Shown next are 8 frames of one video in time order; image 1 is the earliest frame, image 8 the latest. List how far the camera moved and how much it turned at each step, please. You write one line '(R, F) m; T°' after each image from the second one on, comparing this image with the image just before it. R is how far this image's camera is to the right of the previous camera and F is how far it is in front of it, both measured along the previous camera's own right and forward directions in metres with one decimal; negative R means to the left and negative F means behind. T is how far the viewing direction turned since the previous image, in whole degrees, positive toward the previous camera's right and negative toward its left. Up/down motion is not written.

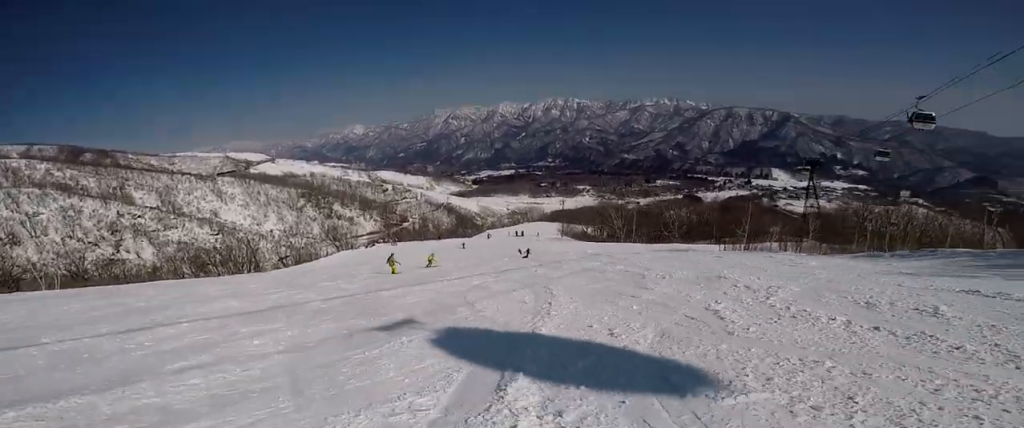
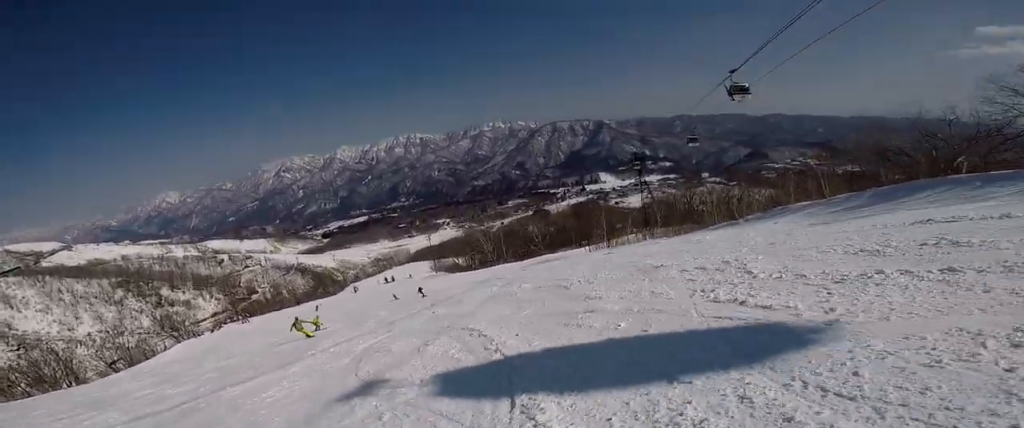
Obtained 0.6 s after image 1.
(+0.1, +2.8) m; +1°
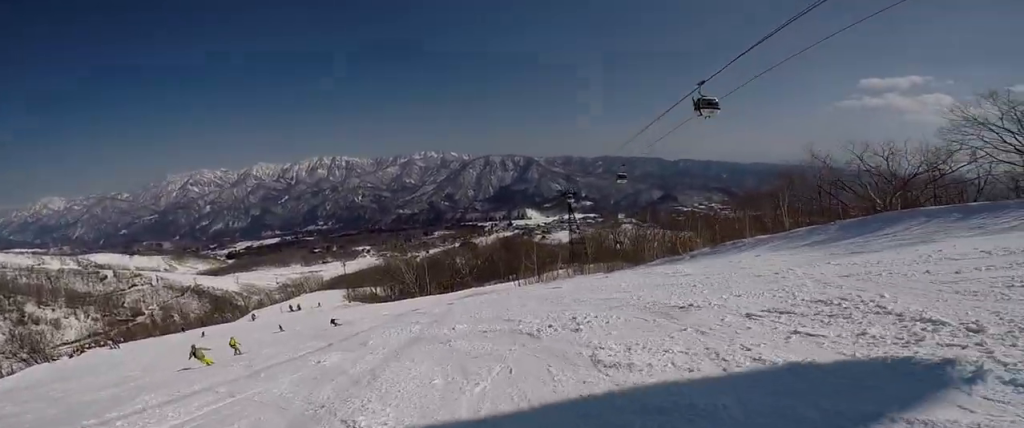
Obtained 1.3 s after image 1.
(0.0, +3.7) m; +14°
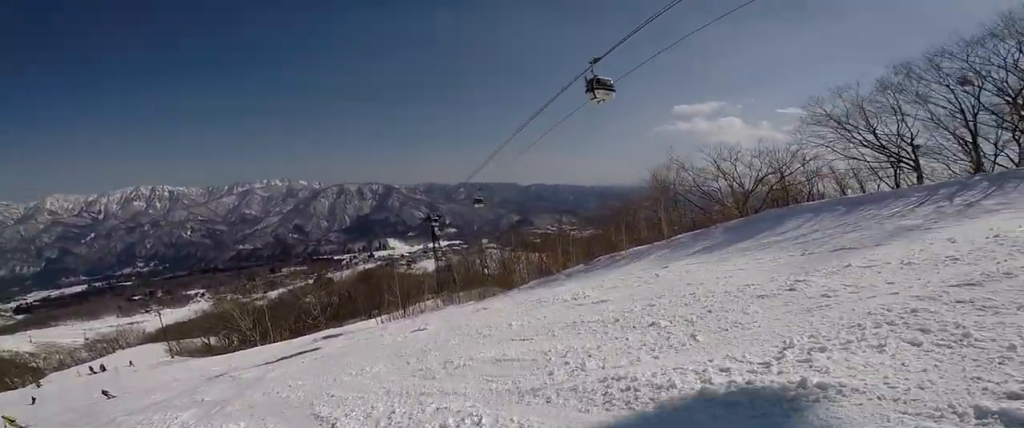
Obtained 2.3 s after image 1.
(+1.0, +4.2) m; +7°
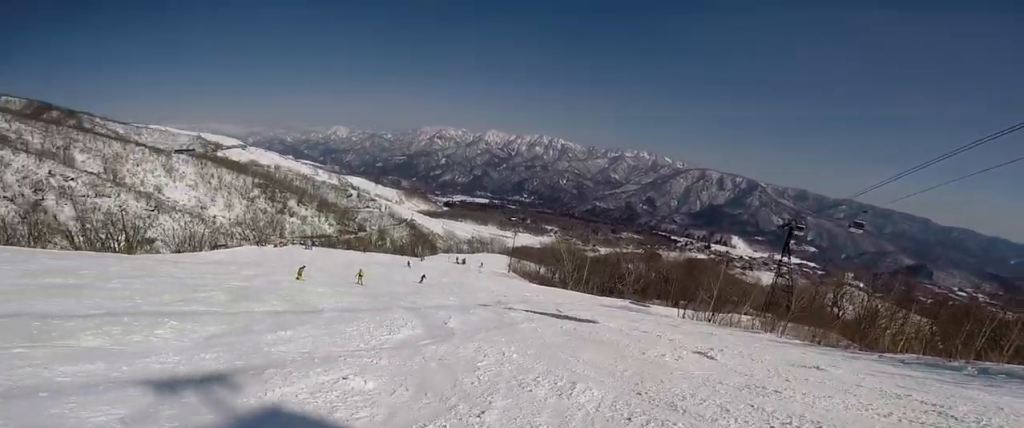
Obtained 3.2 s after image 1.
(-0.2, +3.6) m; -17°
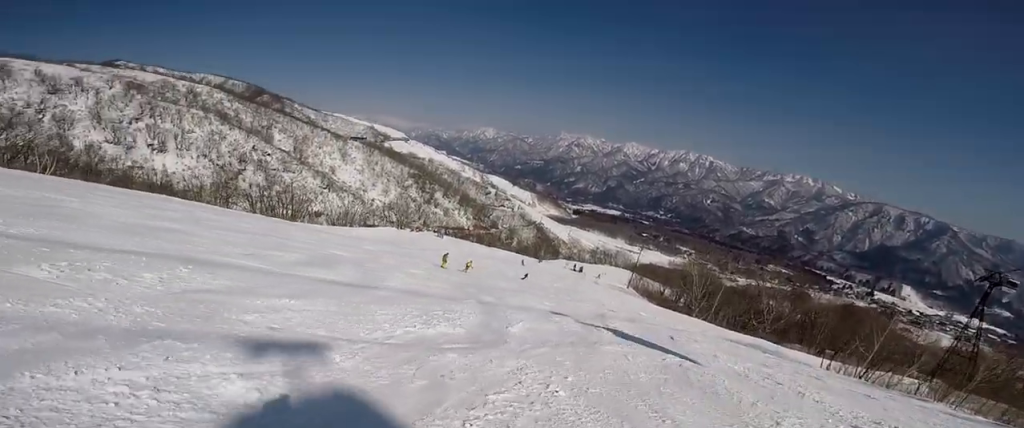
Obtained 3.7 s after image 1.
(-0.2, +2.6) m; -20°
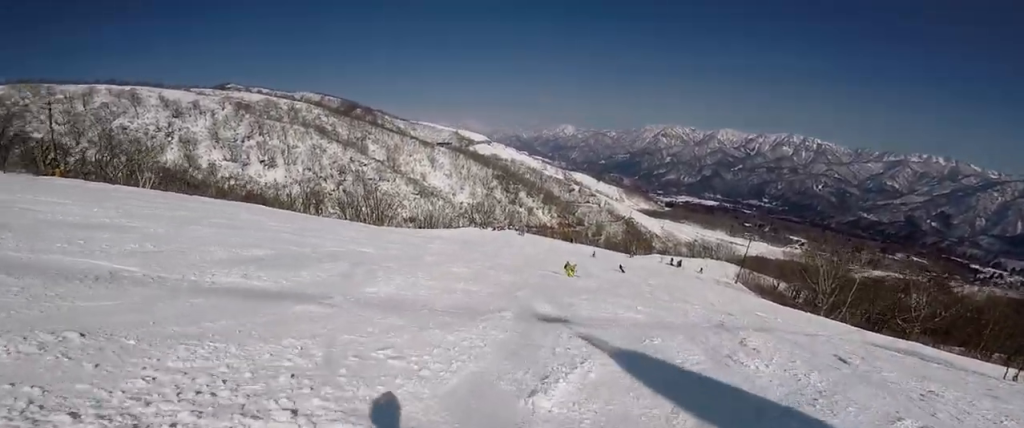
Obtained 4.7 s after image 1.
(-1.3, +4.9) m; -14°
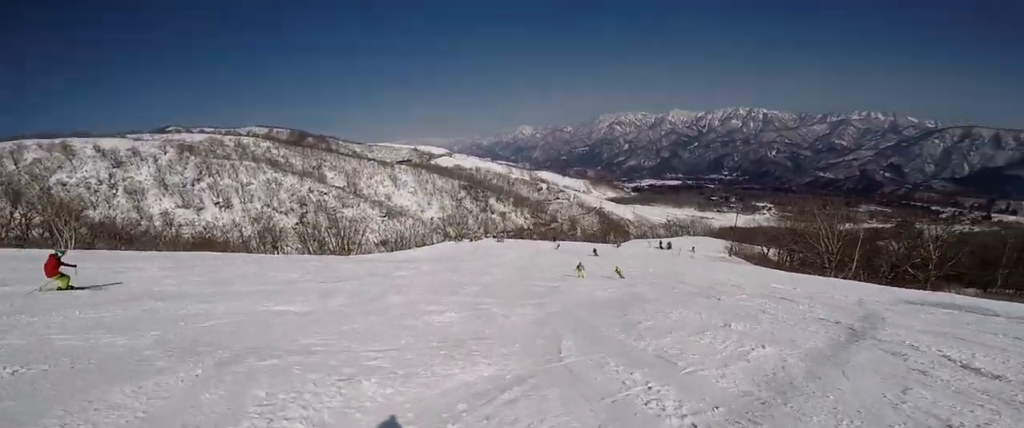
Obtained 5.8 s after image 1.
(+0.1, +6.2) m; +15°
